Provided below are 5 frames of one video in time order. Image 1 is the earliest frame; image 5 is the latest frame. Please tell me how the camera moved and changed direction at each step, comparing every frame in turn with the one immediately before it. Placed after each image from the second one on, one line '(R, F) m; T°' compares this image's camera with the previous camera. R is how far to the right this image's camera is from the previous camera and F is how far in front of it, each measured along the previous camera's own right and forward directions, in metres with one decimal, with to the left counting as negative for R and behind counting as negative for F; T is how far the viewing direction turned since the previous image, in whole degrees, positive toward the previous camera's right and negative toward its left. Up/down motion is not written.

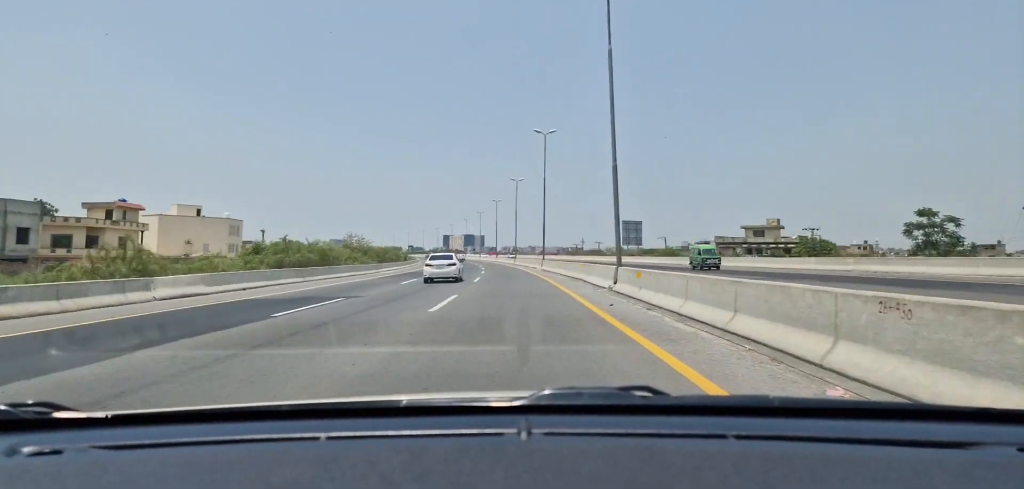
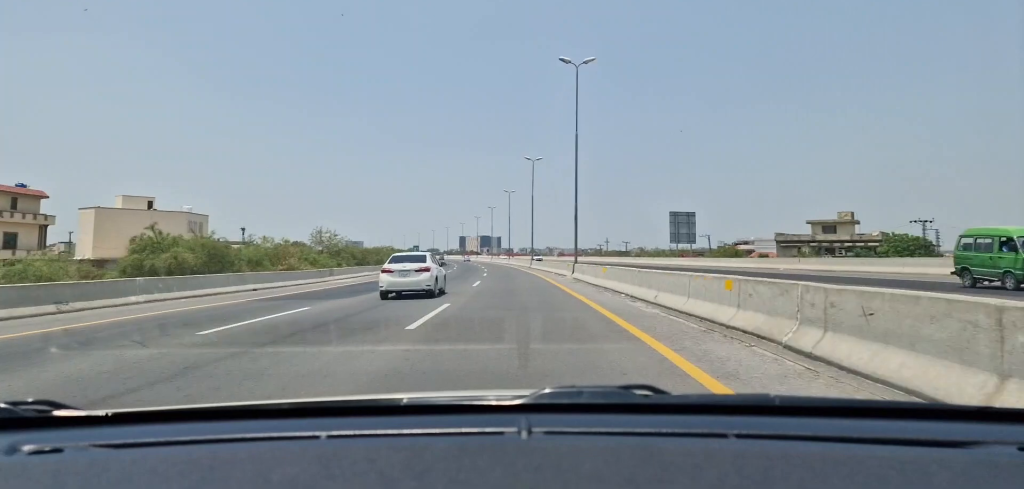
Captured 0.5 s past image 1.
(-0.2, +23.5) m; -2°
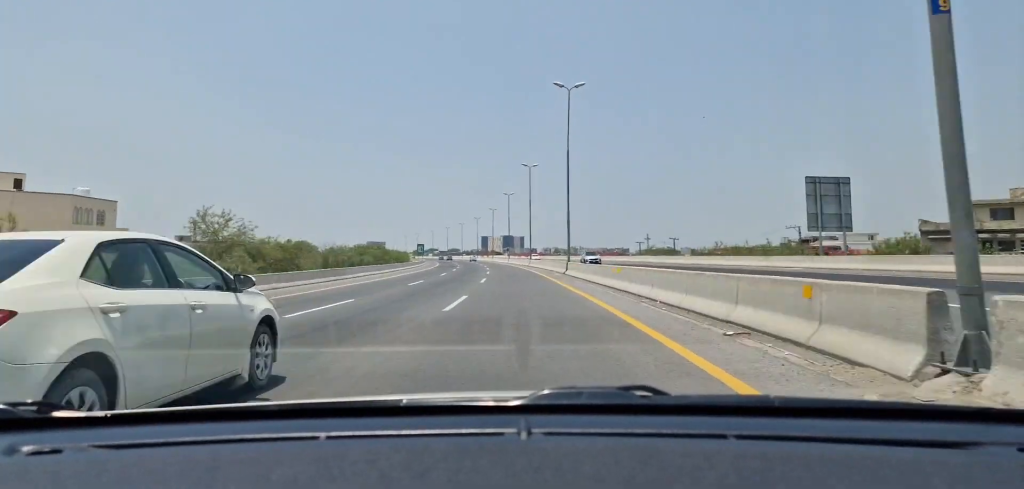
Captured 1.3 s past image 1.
(-0.7, +33.9) m; -2°
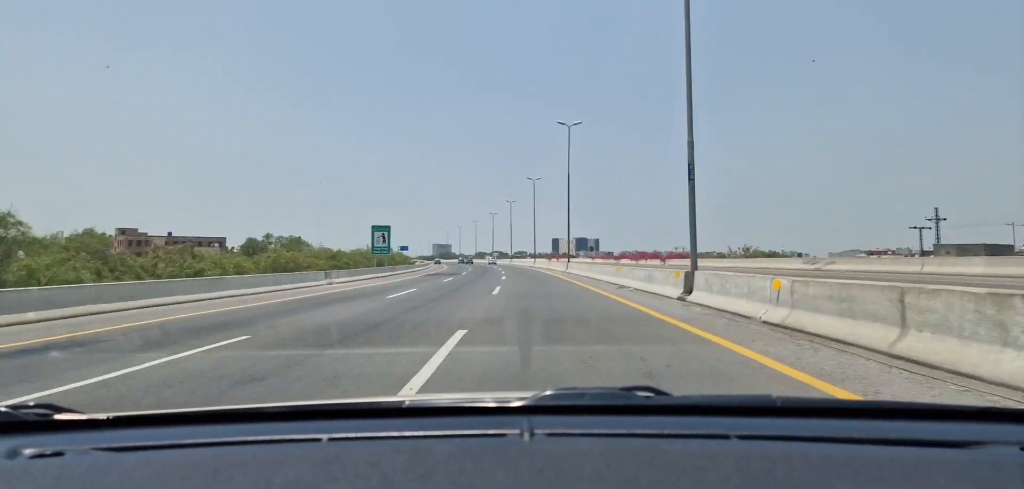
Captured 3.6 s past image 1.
(-4.2, +103.4) m; -6°
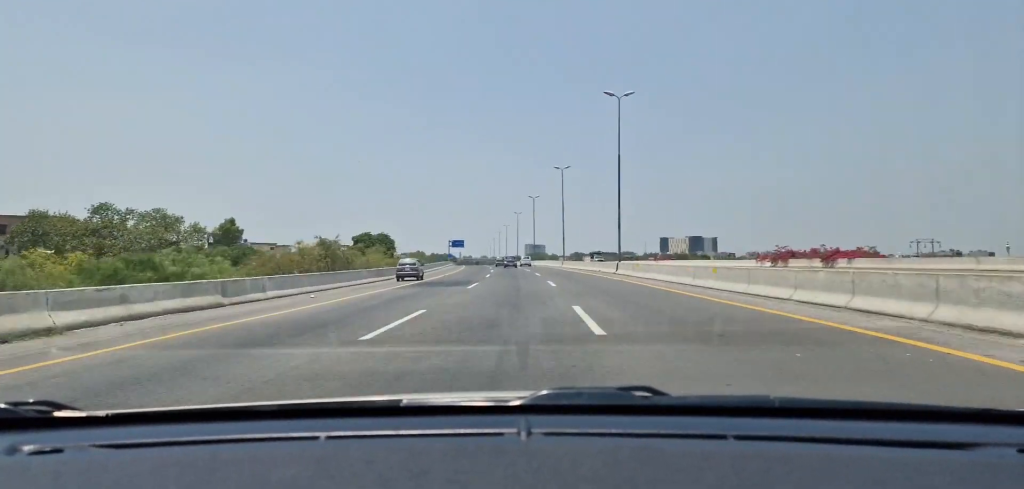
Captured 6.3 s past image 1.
(-8.9, +122.2) m; -8°
